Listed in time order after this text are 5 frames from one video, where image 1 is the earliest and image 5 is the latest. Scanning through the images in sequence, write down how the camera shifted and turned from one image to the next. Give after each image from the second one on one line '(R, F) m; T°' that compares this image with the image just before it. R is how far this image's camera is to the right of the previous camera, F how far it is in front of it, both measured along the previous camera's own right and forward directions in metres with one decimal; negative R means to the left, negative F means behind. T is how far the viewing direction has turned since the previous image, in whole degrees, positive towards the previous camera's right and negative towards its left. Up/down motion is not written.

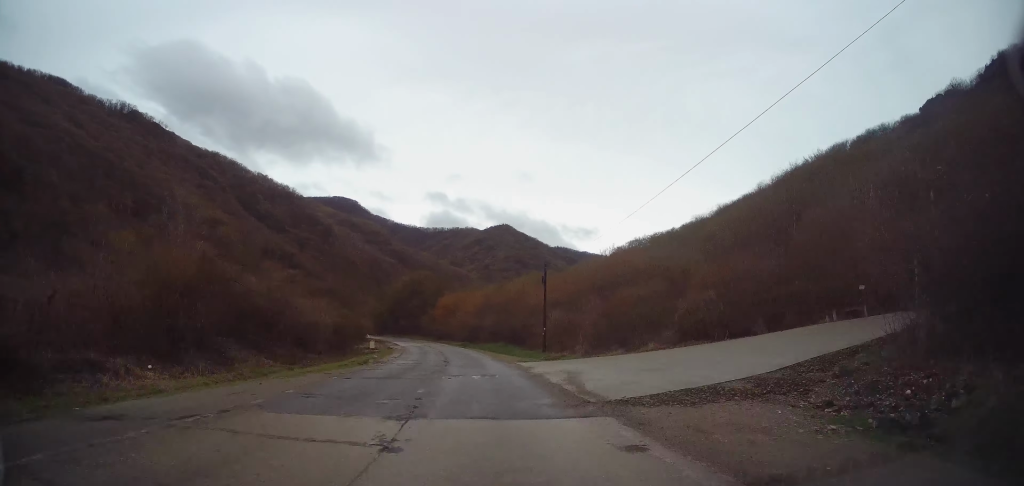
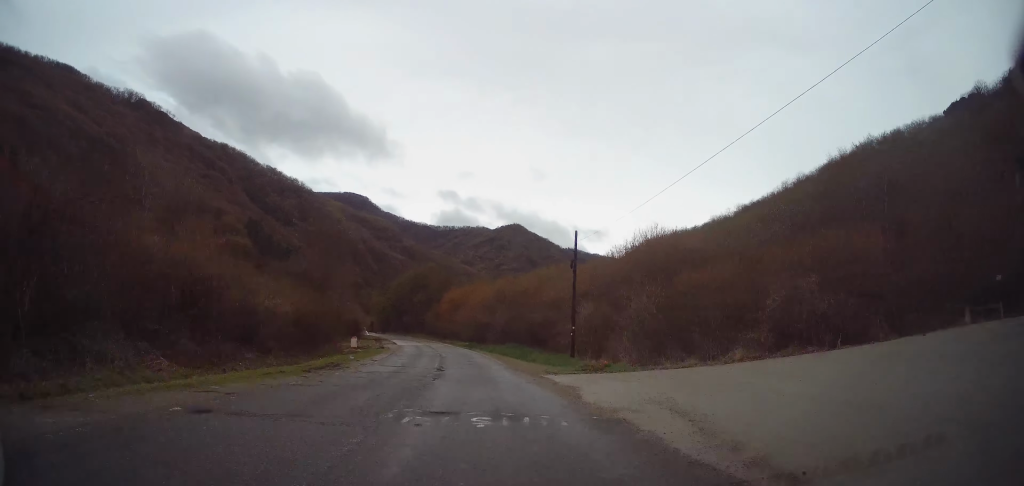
(0.0, +9.5) m; -1°
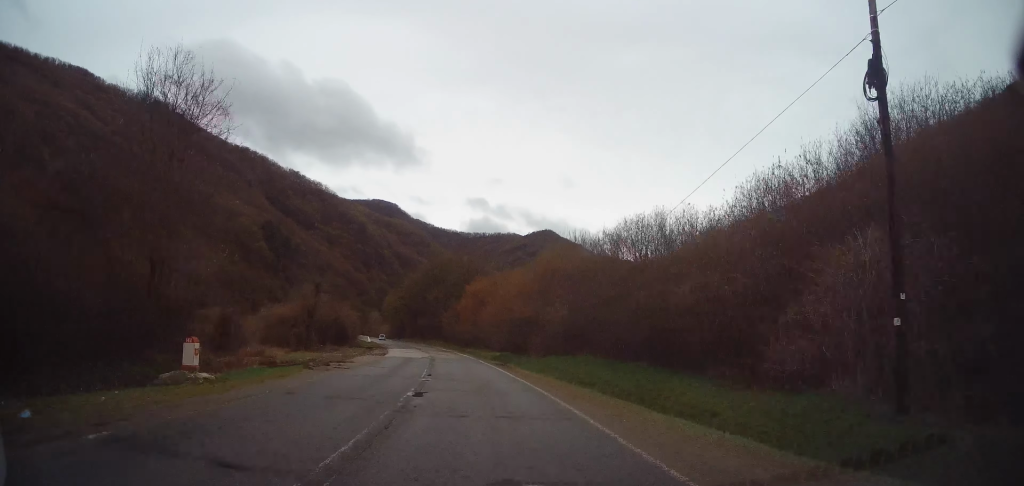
(-0.6, +24.7) m; -4°
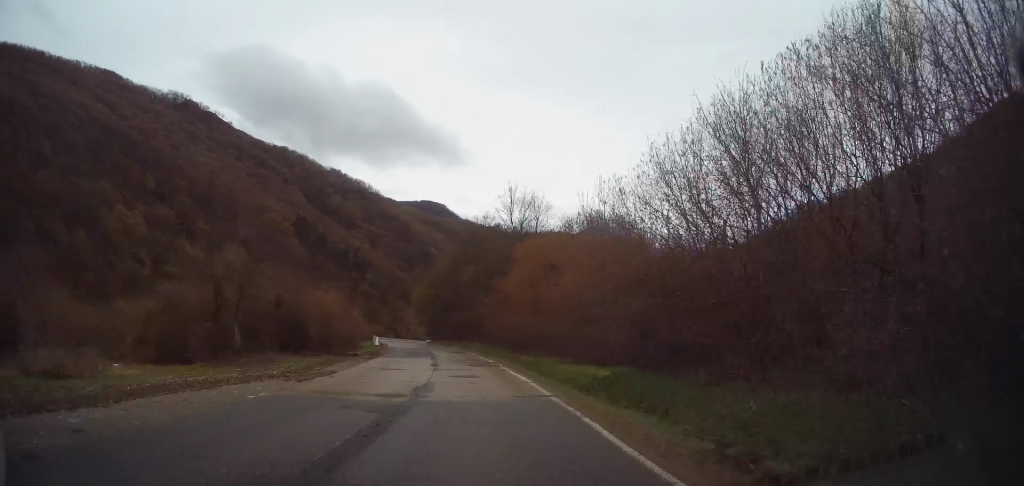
(-1.0, +25.9) m; -3°
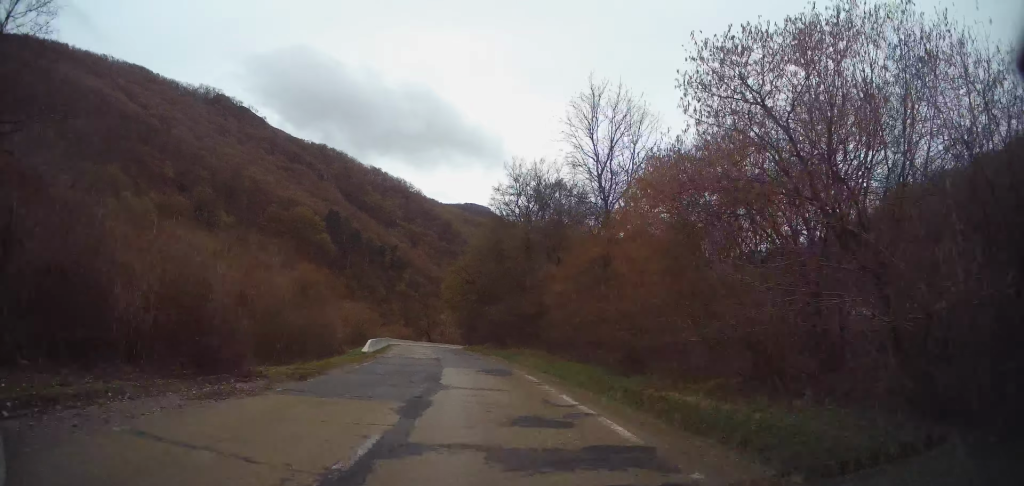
(-0.5, +21.0) m; -5°
